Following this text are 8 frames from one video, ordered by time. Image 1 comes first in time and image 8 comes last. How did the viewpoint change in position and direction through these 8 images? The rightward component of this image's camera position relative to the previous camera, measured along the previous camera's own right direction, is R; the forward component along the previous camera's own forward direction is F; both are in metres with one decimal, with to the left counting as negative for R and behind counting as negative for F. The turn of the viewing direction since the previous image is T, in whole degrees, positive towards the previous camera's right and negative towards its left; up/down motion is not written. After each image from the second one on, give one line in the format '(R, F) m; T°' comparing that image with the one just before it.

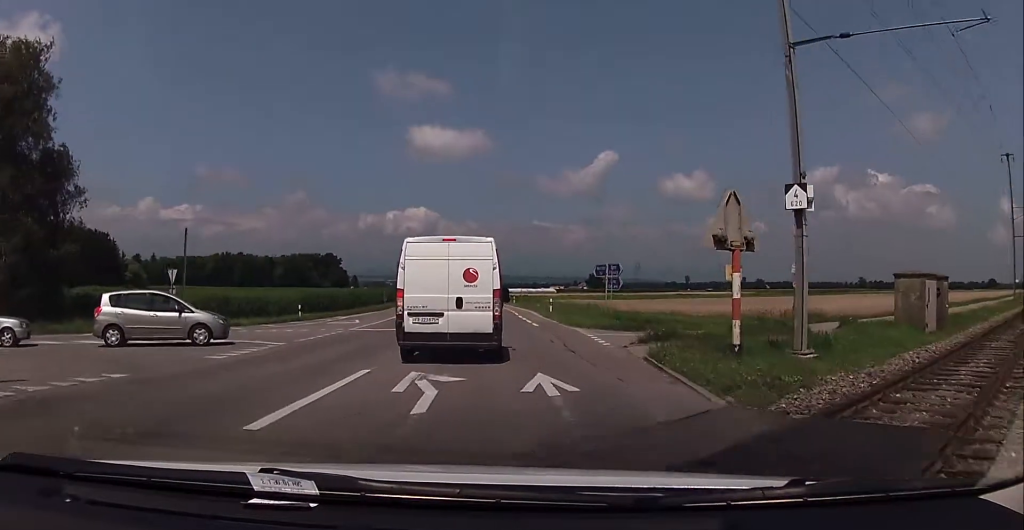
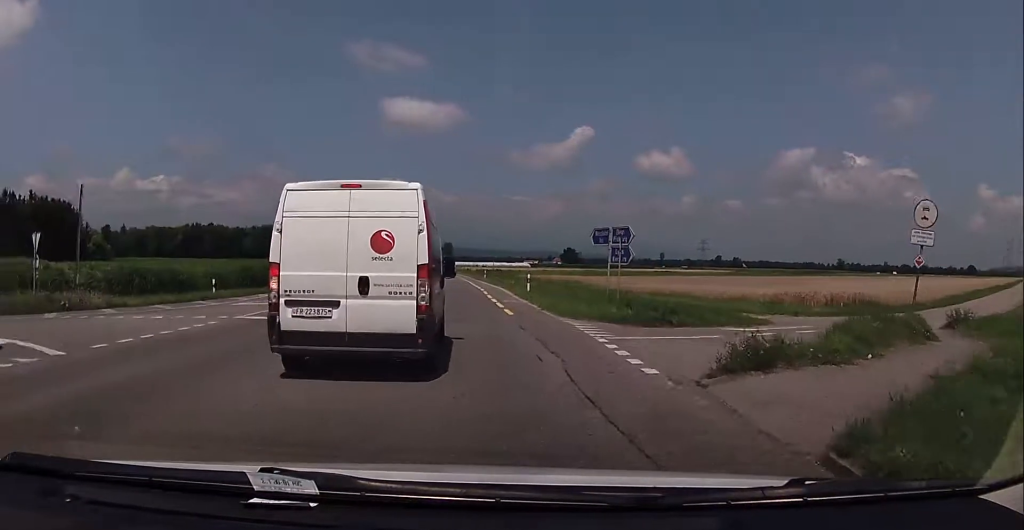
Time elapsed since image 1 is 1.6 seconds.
(+0.2, +9.4) m; -2°
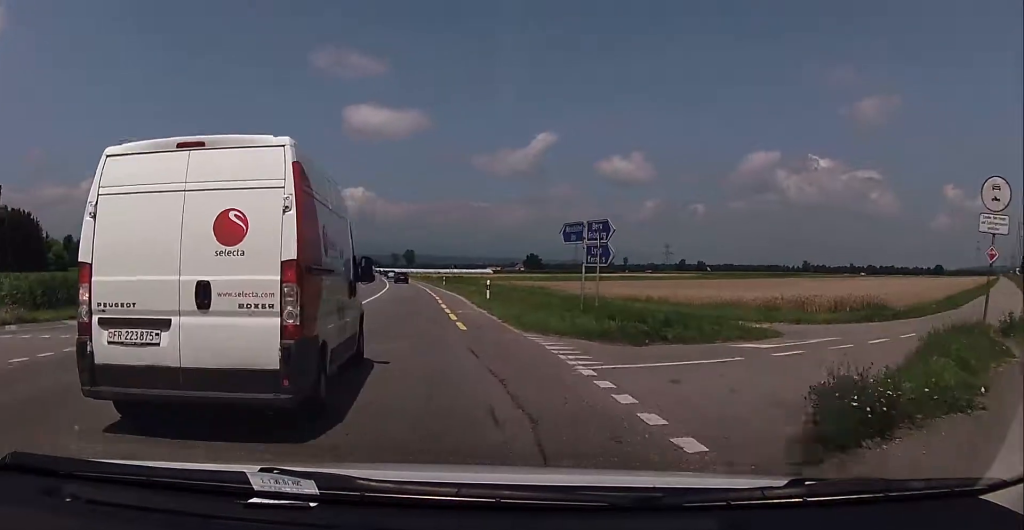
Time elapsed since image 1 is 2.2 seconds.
(-0.3, +3.9) m; +2°
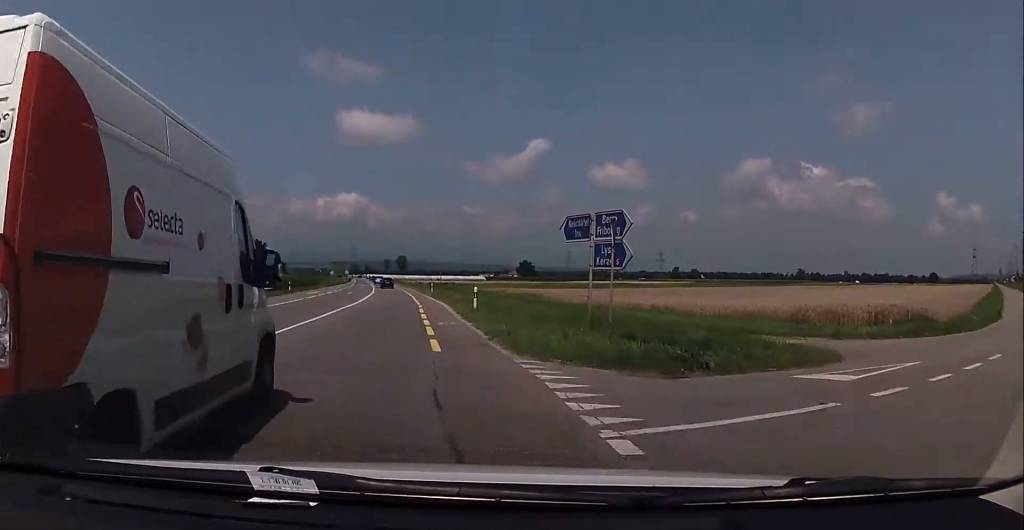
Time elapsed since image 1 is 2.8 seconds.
(+0.1, +3.6) m; +1°
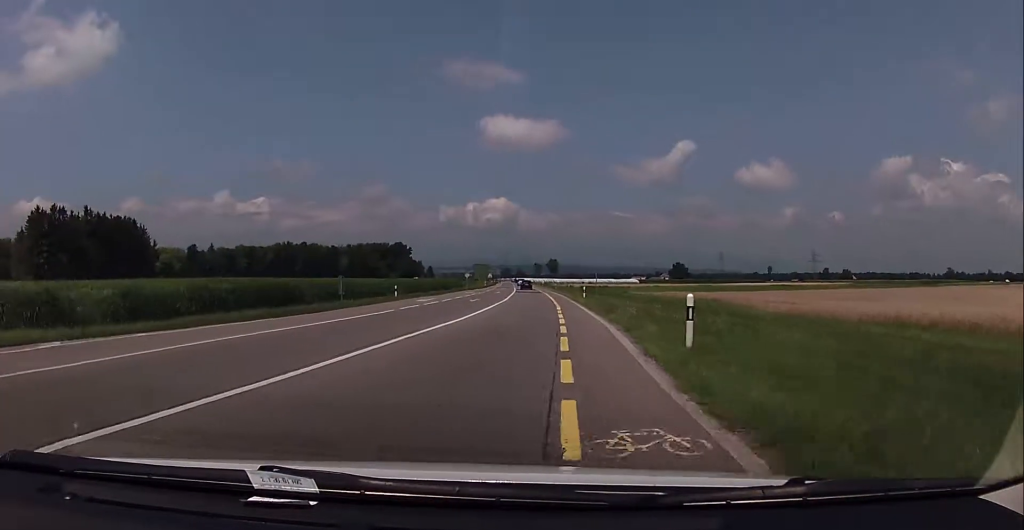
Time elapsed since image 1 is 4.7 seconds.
(-0.6, +13.5) m; -8°
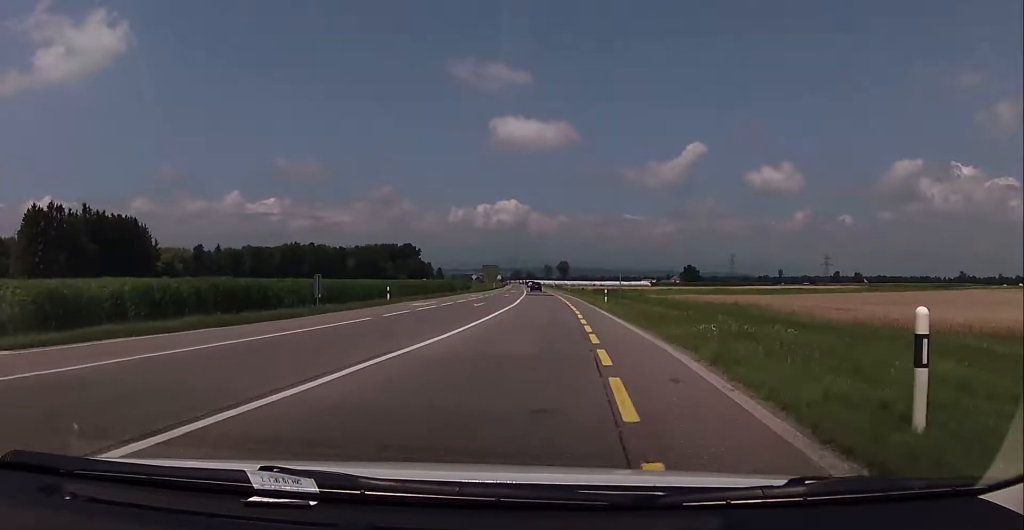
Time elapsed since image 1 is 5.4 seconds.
(-0.1, +5.7) m; -2°
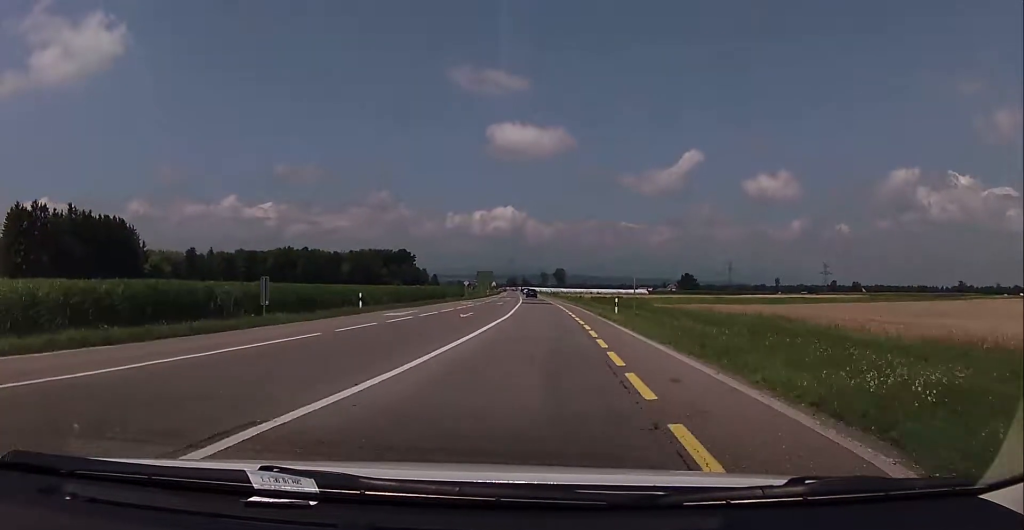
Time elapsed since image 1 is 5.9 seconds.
(-0.1, +5.8) m; -1°
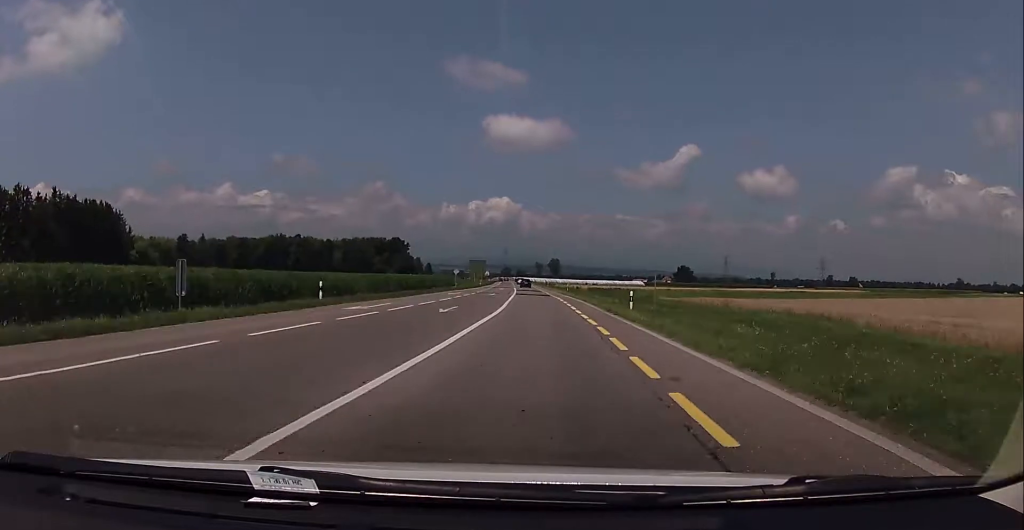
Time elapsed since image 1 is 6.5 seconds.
(-0.1, +5.7) m; -1°
